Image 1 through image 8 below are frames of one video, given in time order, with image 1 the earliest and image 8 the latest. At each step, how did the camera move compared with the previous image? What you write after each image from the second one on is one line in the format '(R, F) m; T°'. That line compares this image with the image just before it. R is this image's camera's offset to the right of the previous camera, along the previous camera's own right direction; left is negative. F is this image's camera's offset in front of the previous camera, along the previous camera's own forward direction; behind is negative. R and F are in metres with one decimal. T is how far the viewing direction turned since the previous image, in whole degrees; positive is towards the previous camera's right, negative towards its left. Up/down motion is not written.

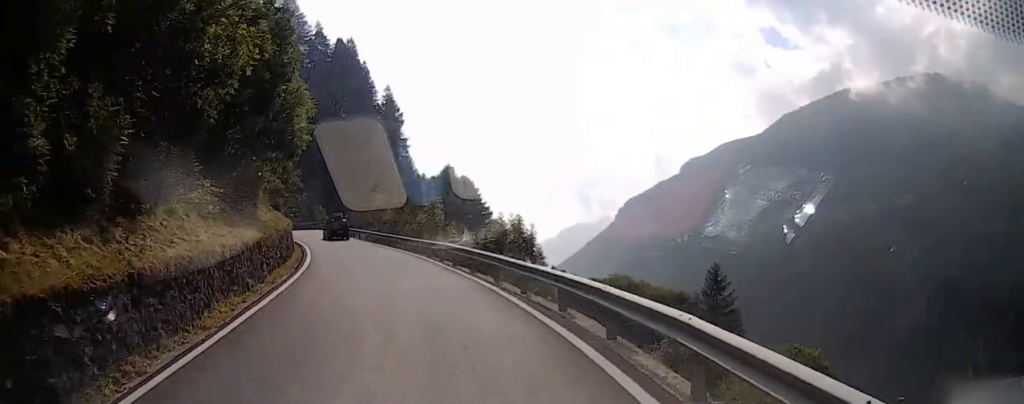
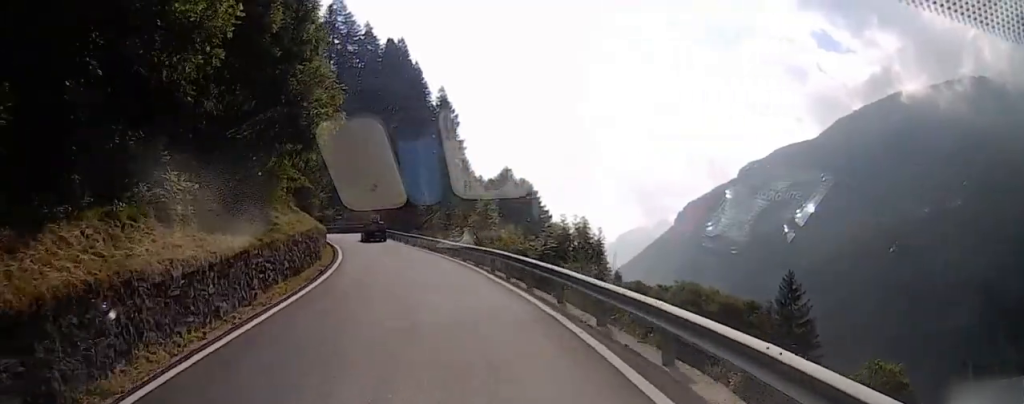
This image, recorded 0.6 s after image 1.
(+0.2, +4.2) m; -6°
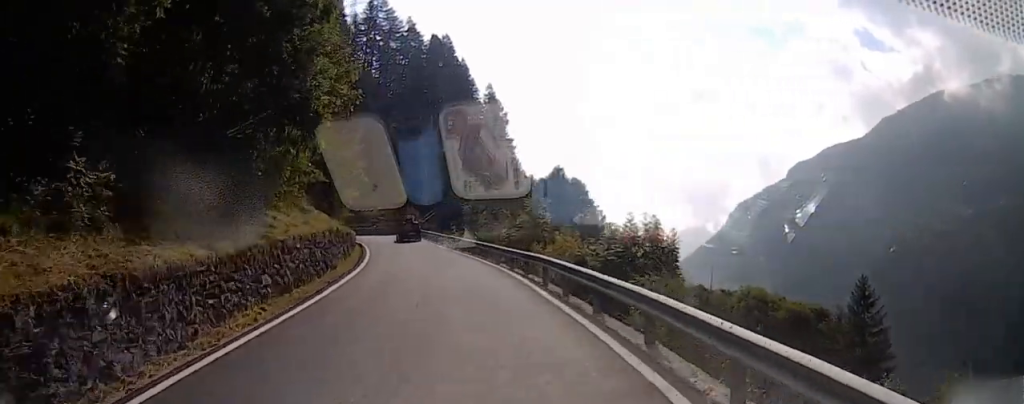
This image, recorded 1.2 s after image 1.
(-0.7, +4.7) m; -7°
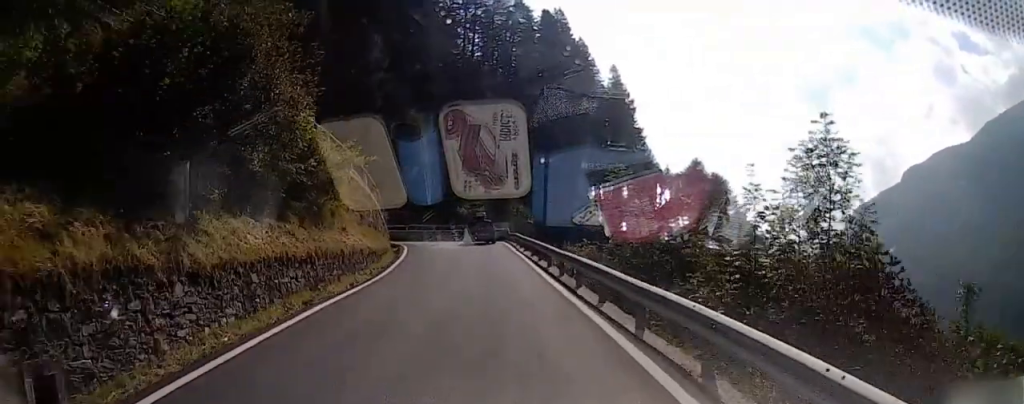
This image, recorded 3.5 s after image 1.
(-2.1, +21.3) m; -6°
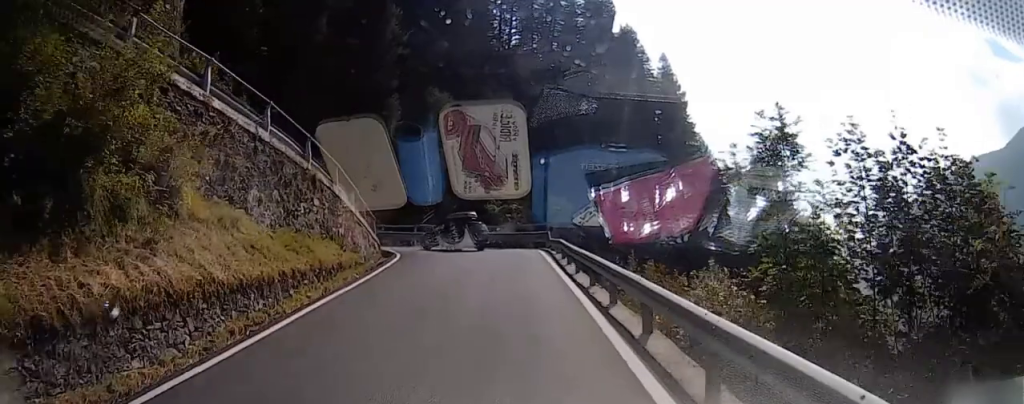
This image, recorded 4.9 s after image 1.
(-0.4, +12.2) m; -6°
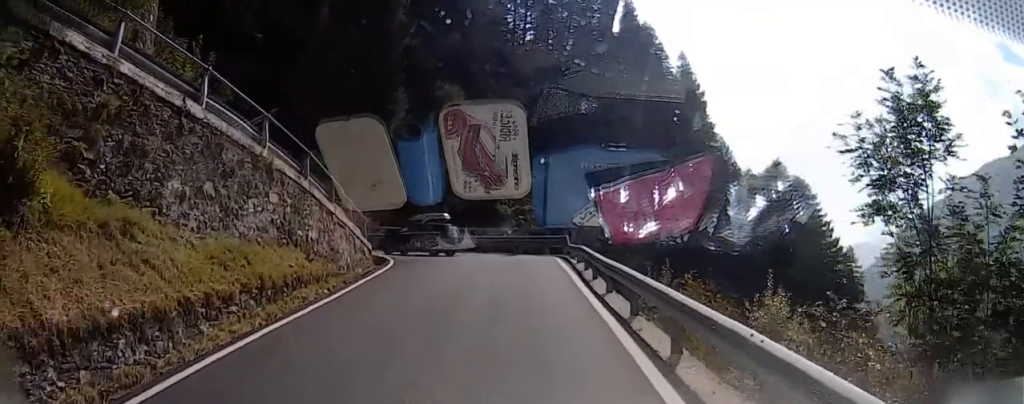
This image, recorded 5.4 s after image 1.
(-0.2, +4.5) m; -3°
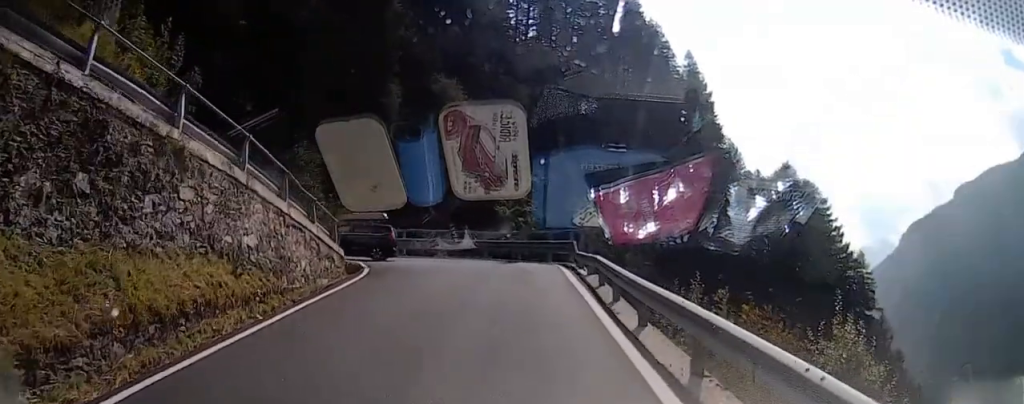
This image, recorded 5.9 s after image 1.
(-0.1, +4.1) m; -1°
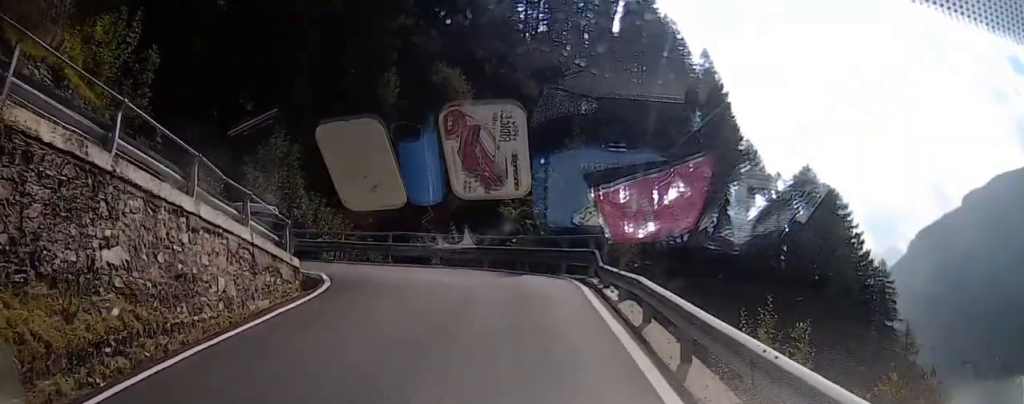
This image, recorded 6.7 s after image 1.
(0.0, +5.5) m; -2°
